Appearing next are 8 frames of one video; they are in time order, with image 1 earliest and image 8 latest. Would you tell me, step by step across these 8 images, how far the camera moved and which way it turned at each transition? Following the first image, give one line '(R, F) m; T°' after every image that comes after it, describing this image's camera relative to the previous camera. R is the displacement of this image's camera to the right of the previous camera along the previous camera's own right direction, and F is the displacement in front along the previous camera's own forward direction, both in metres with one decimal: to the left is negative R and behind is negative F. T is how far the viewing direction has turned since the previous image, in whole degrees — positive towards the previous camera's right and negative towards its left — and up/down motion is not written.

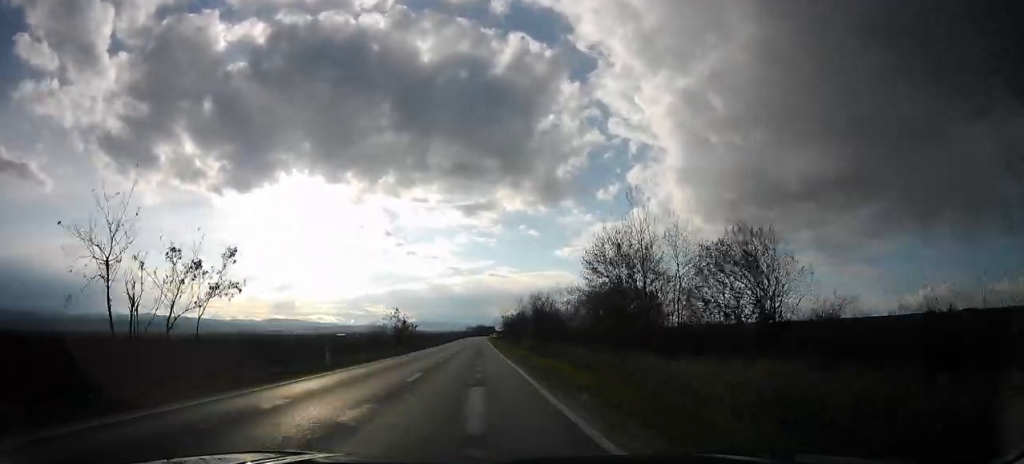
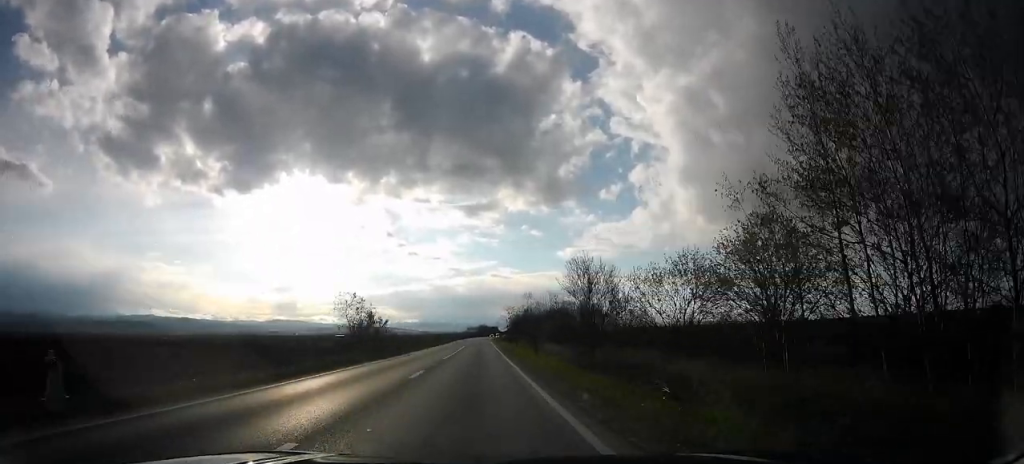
(0.0, +23.3) m; 0°
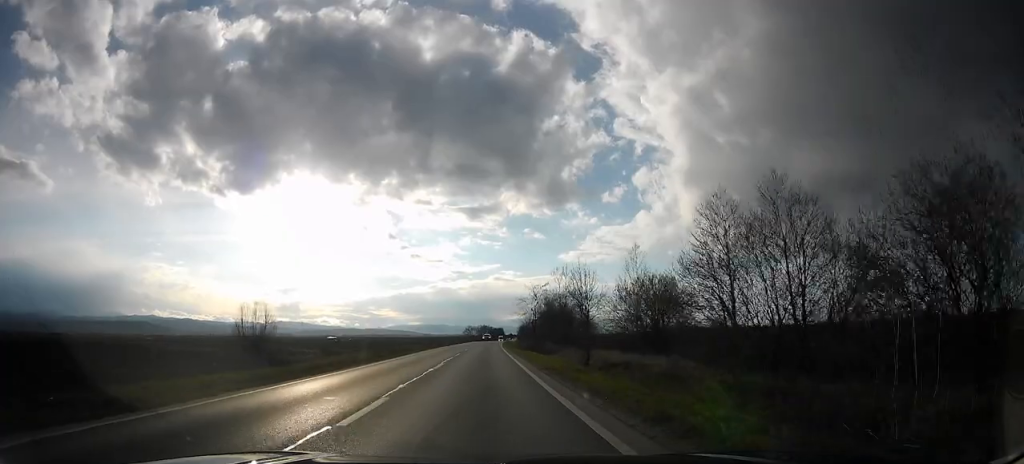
(+0.4, +56.1) m; +1°
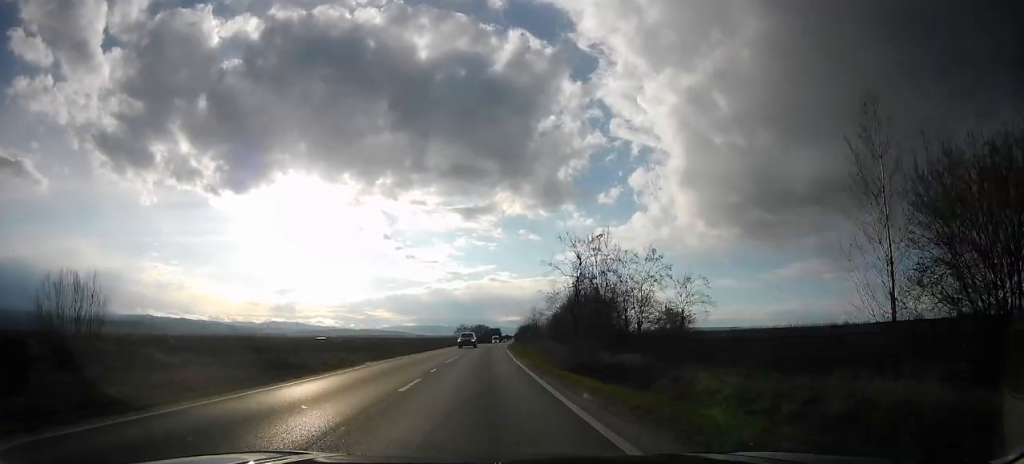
(+0.3, +31.8) m; +1°
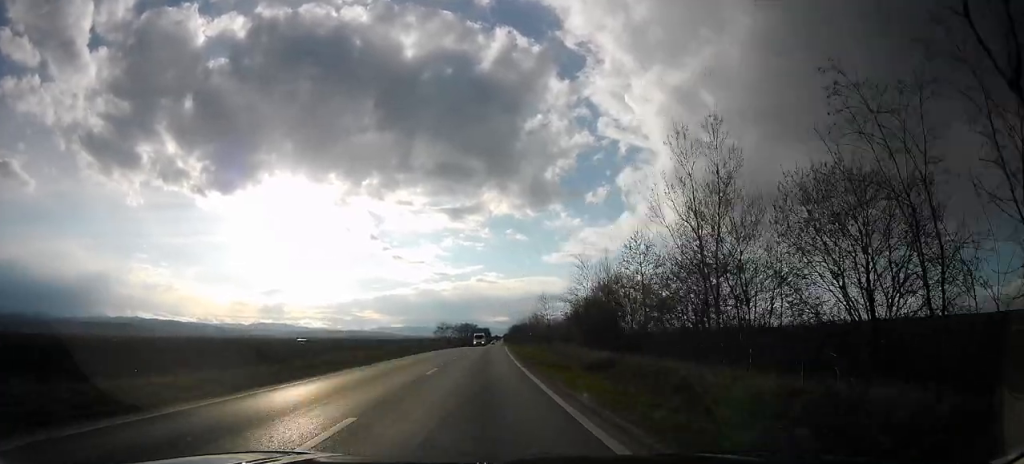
(0.0, +30.8) m; 0°
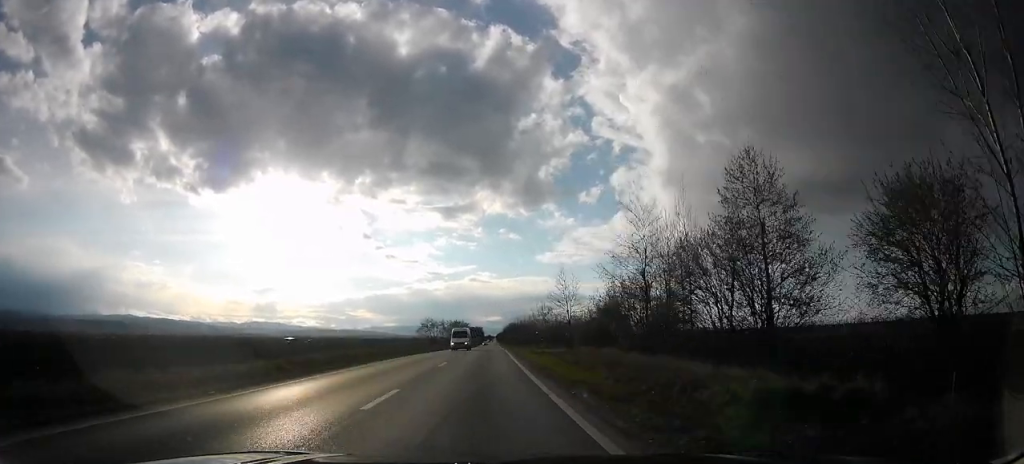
(0.0, +20.2) m; 0°
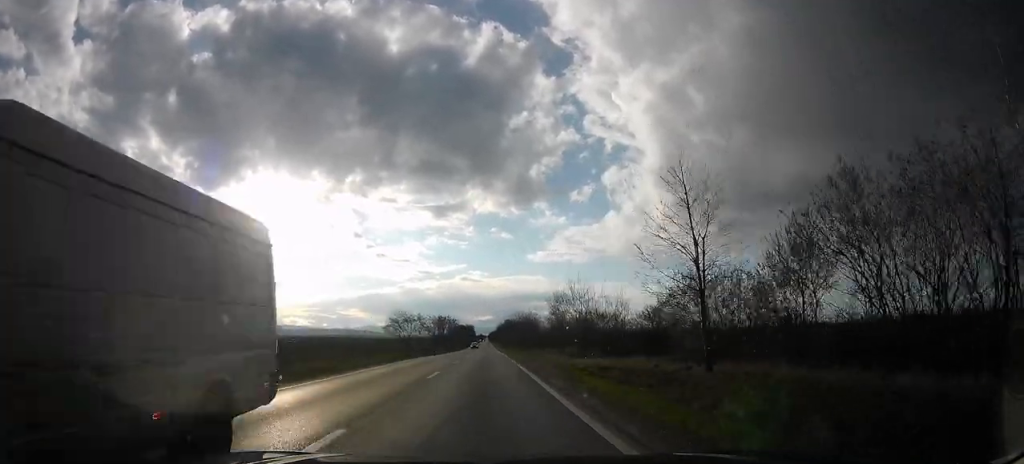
(0.0, +28.7) m; 0°
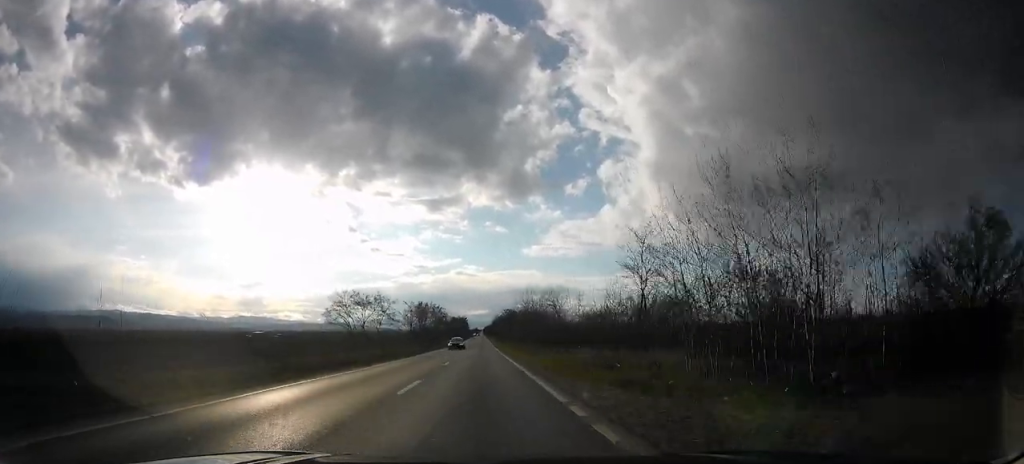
(0.0, +28.7) m; 0°
